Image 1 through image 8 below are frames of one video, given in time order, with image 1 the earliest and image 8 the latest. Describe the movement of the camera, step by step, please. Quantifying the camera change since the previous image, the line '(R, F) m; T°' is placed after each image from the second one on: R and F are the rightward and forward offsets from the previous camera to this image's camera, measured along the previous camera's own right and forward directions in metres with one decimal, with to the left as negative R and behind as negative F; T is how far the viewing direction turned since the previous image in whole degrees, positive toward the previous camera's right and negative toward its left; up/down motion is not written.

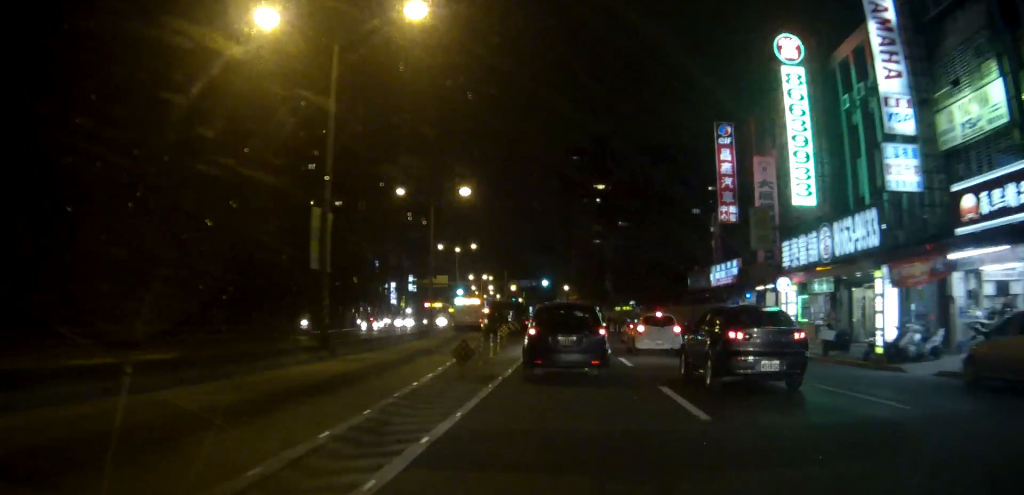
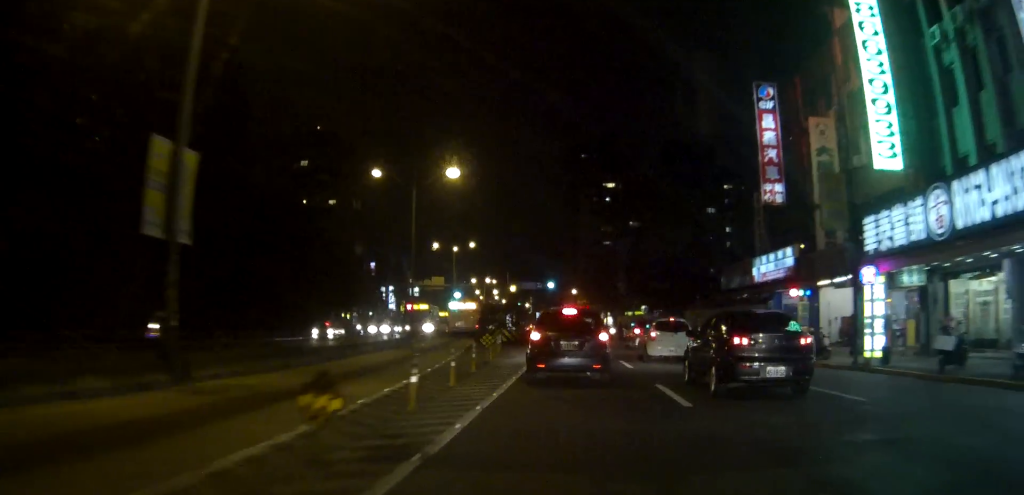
(+0.1, +8.0) m; +1°
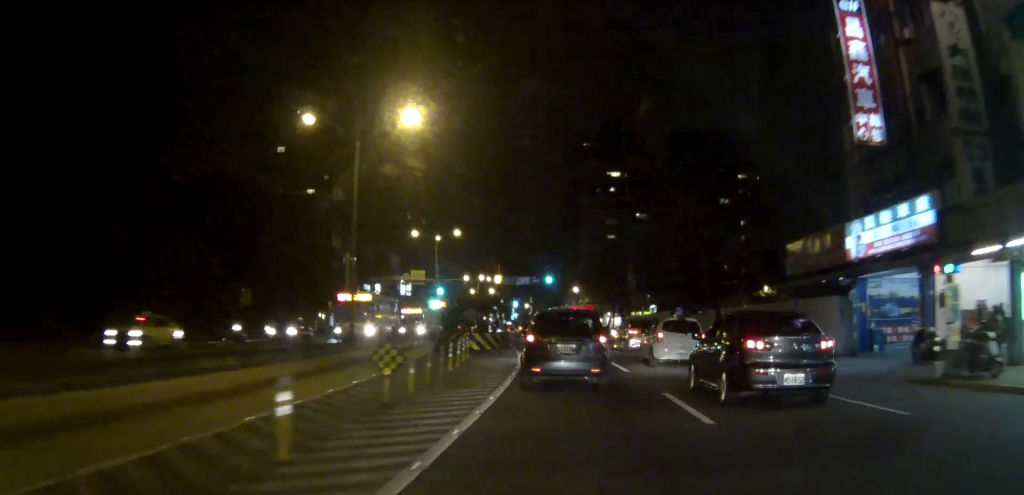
(+0.1, +11.3) m; 0°
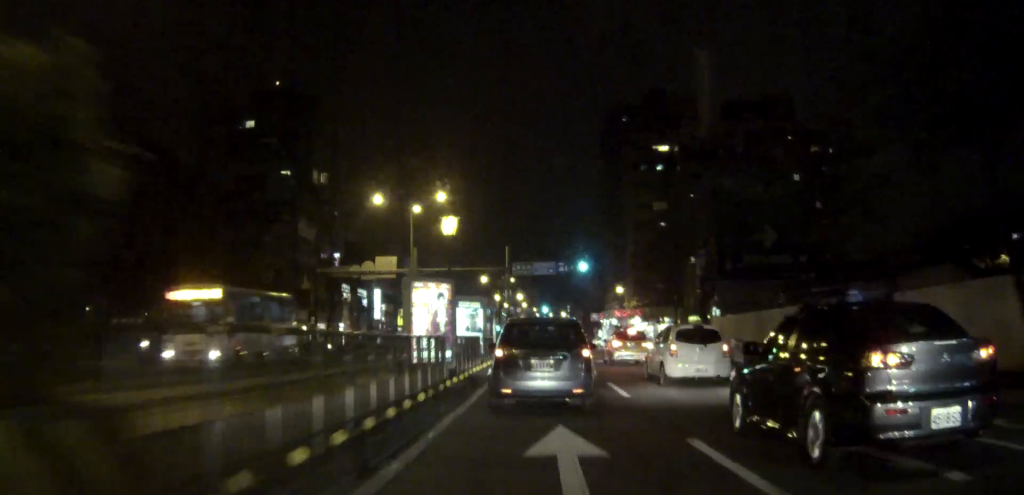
(-0.1, +24.3) m; -2°
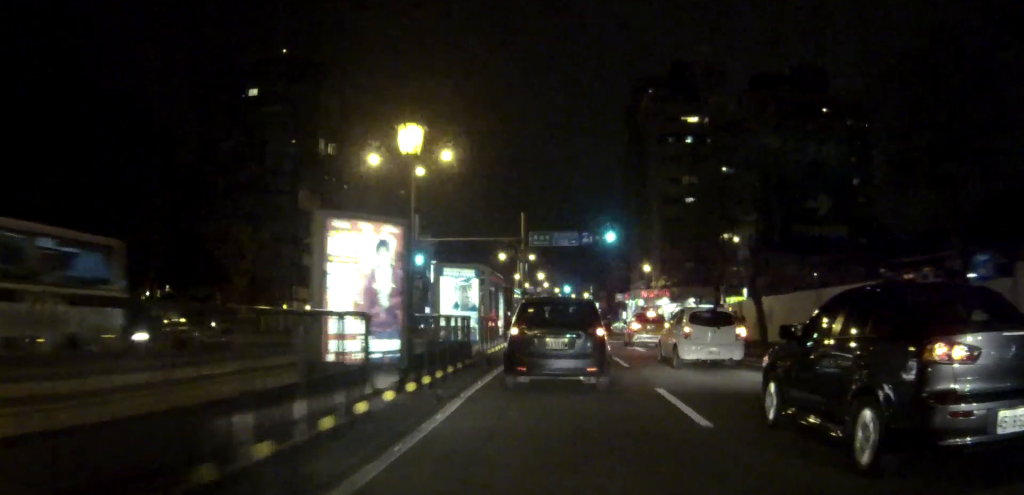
(-0.1, +6.6) m; -2°
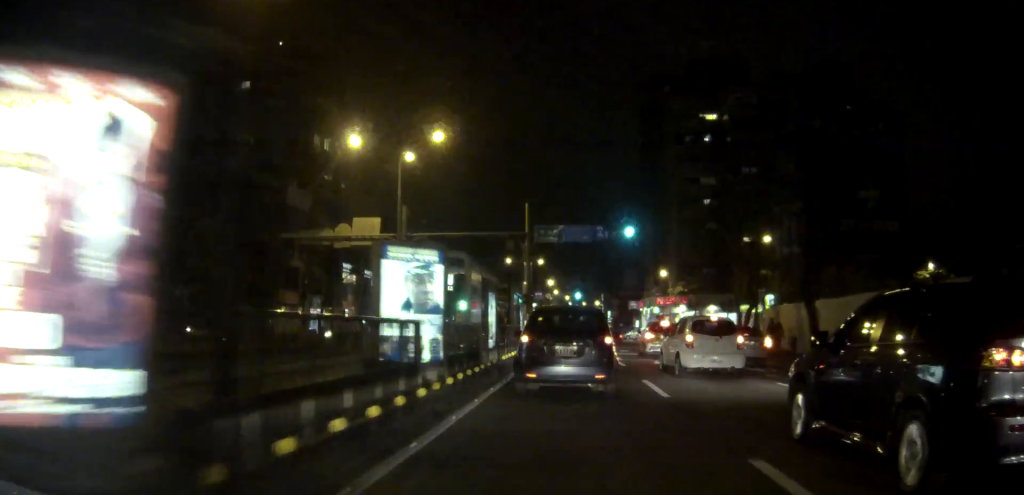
(0.0, +6.1) m; -2°
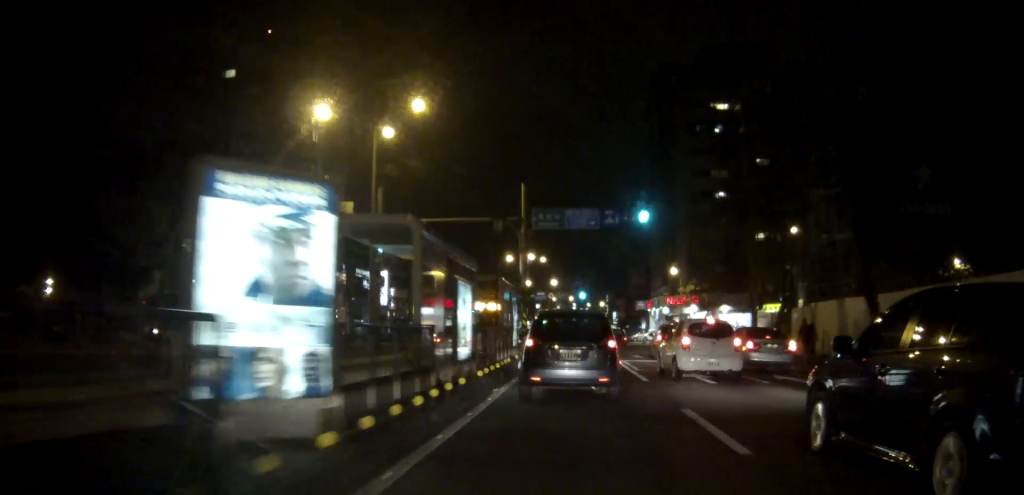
(-0.2, +5.5) m; -1°
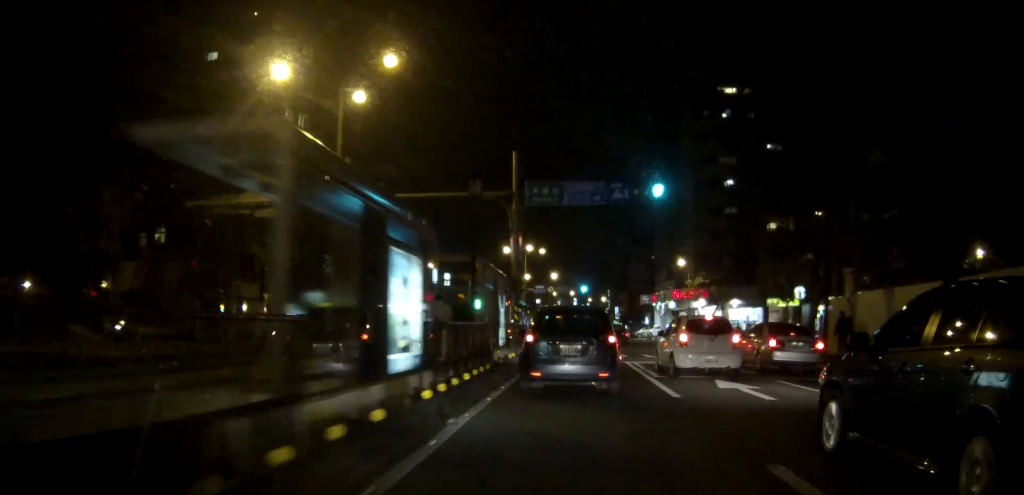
(0.0, +4.9) m; 0°
